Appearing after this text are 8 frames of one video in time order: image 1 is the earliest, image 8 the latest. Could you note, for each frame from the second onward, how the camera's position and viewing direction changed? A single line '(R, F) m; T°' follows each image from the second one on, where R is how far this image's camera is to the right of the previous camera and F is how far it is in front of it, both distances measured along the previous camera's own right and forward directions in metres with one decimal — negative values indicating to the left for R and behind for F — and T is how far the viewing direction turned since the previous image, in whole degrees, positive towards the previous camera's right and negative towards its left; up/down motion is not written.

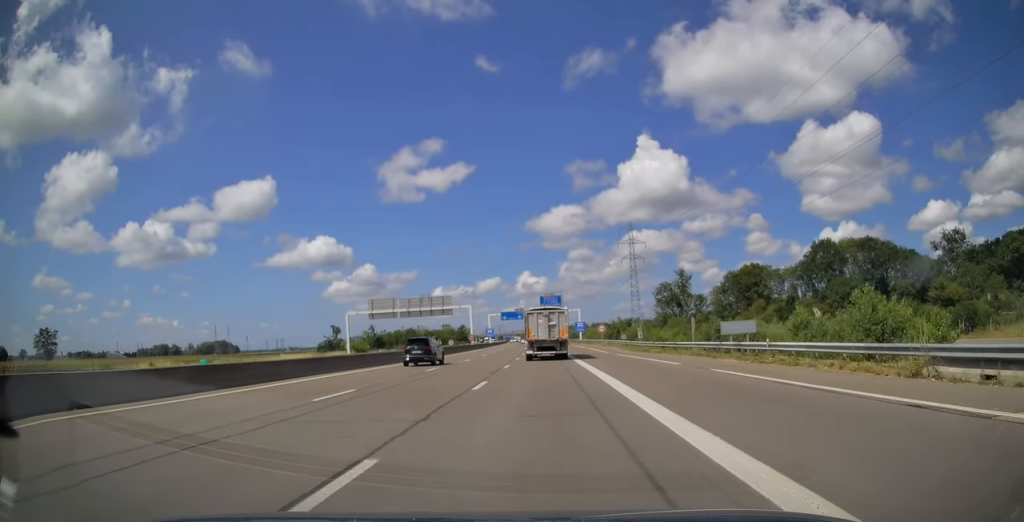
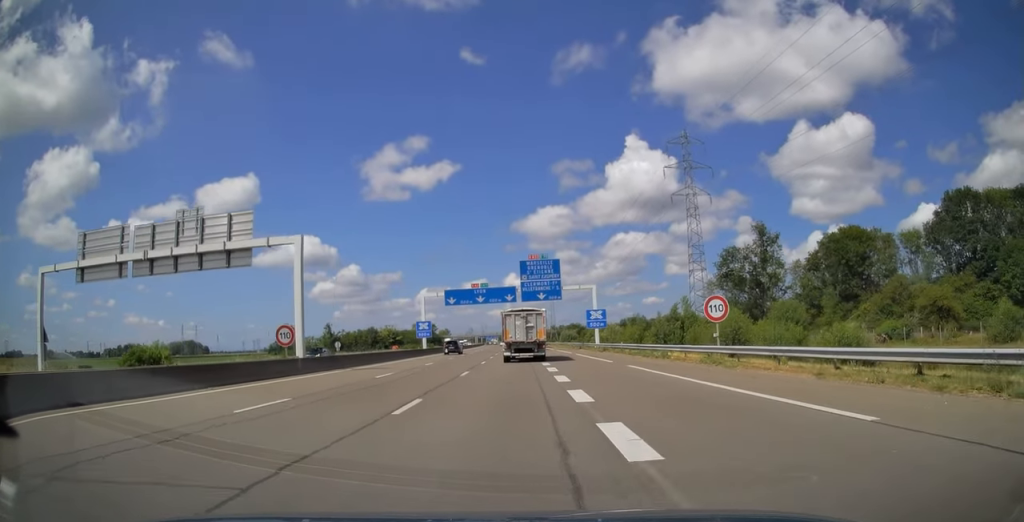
(+0.2, +67.1) m; 0°
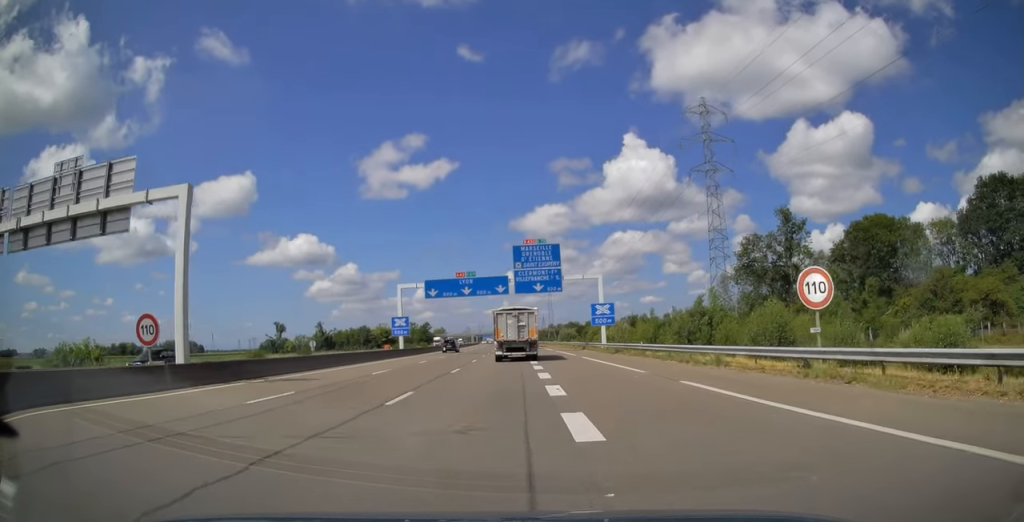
(0.0, +11.1) m; 0°
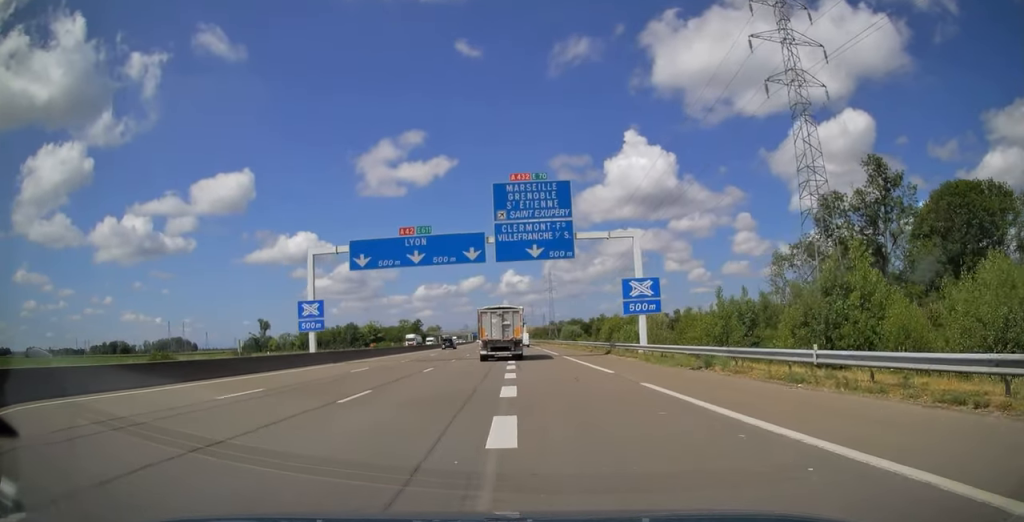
(0.0, +25.1) m; 0°
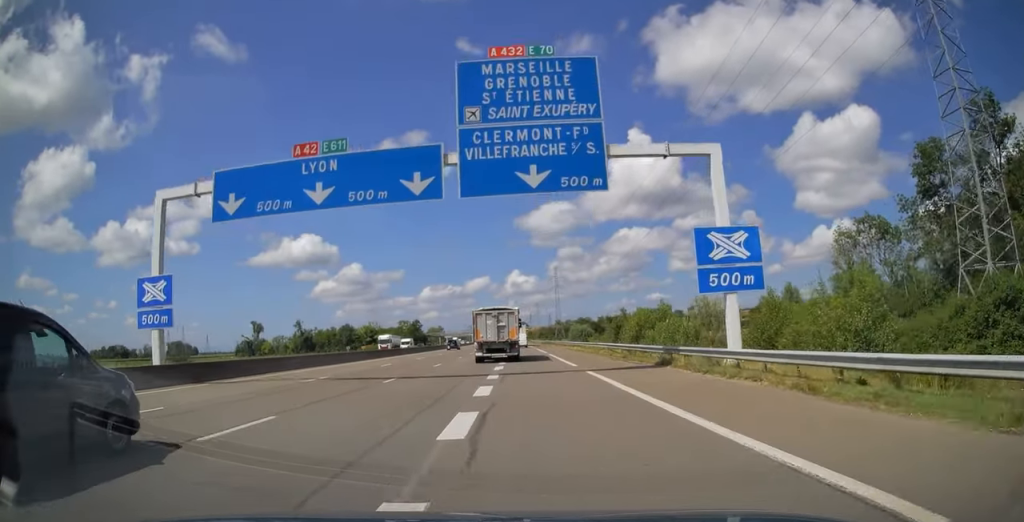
(0.0, +17.7) m; 0°
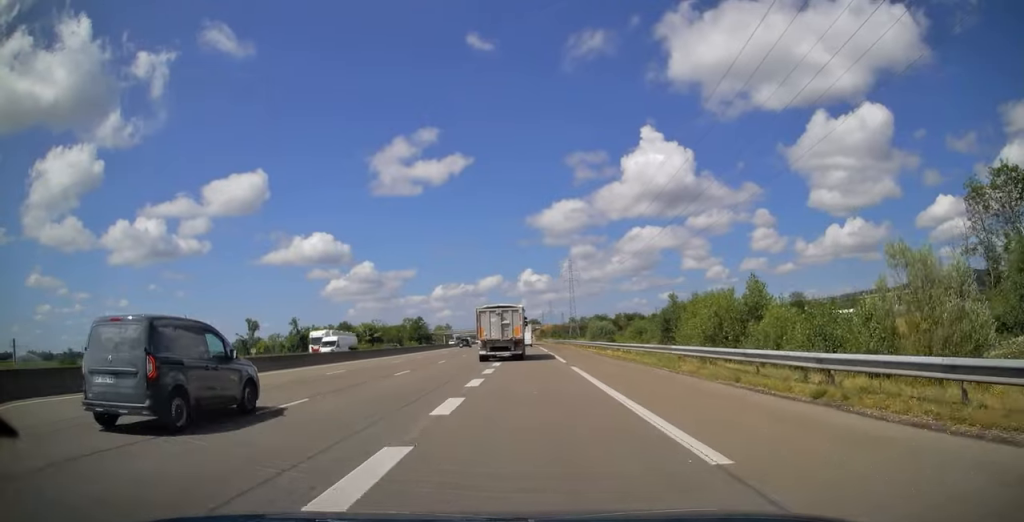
(0.0, +22.3) m; 0°
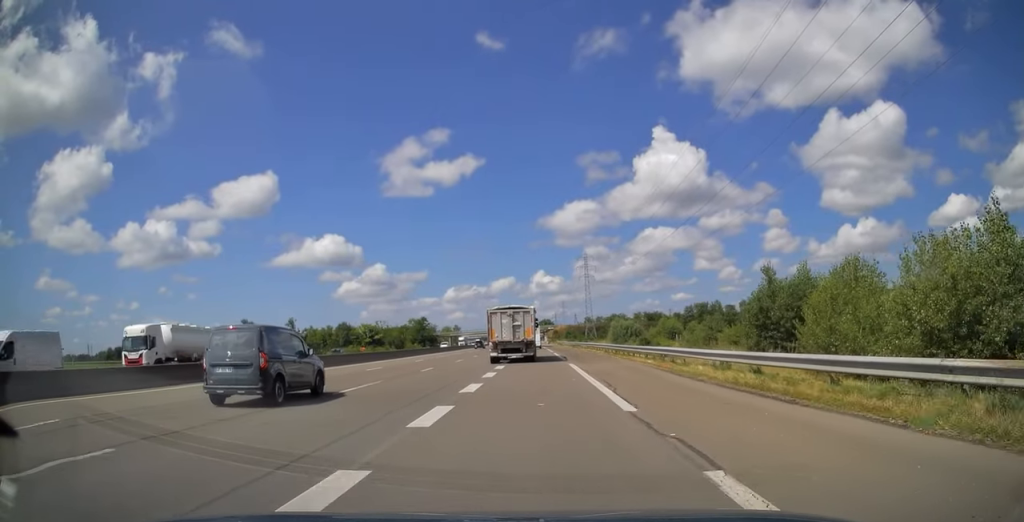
(0.0, +20.1) m; 0°
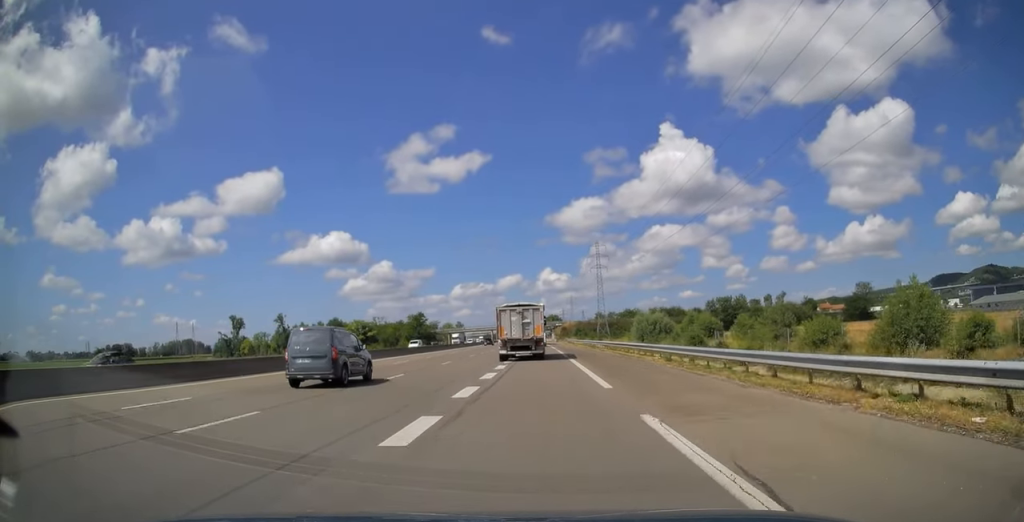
(-0.1, +20.8) m; -1°
